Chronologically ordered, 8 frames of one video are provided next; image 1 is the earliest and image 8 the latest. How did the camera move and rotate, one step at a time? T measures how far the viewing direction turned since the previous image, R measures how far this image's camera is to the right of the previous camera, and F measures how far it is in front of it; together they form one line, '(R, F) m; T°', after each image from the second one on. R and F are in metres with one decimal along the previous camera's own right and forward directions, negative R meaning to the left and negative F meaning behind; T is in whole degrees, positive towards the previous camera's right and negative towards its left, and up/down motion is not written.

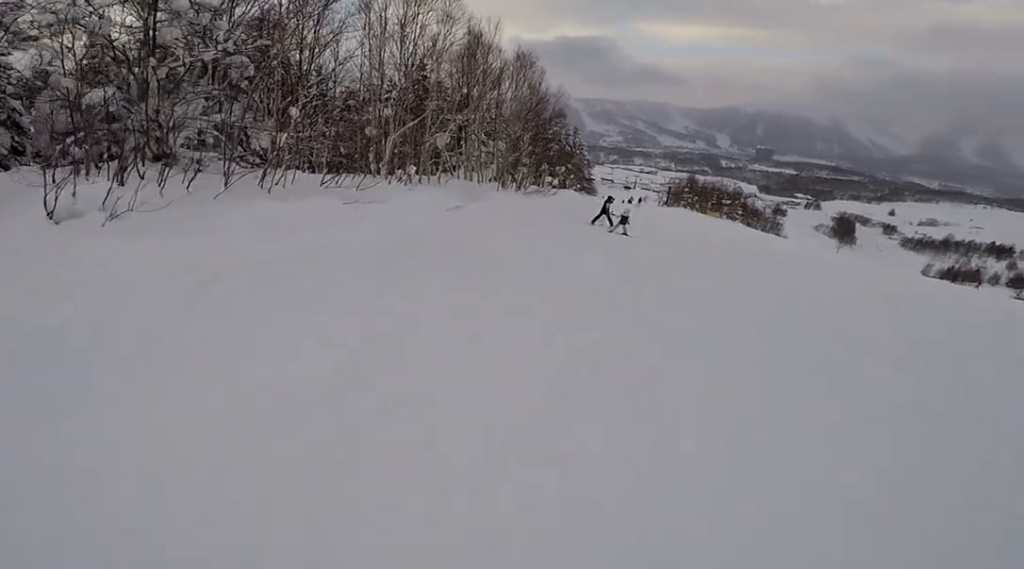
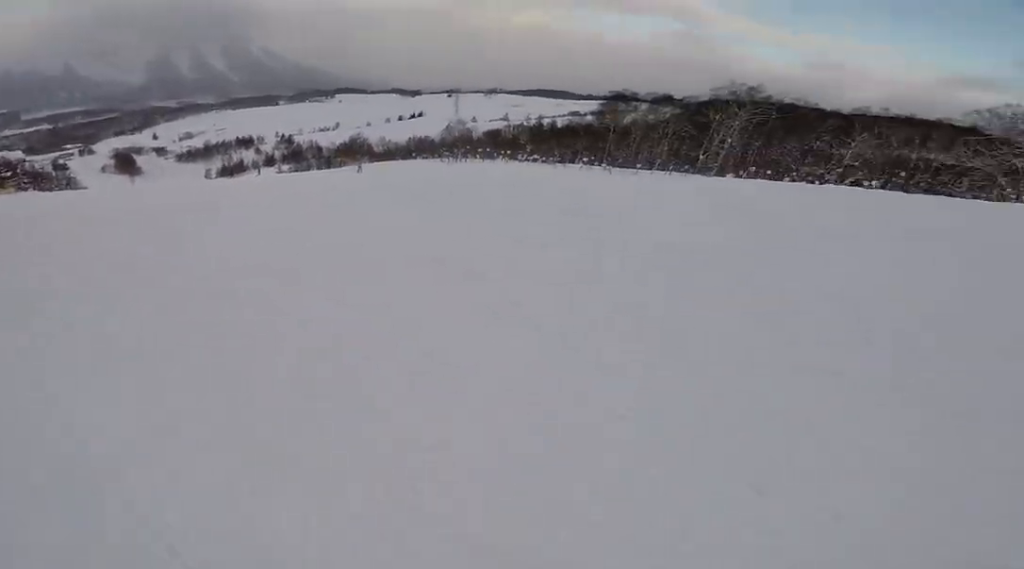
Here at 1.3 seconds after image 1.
(+1.1, +5.4) m; +18°
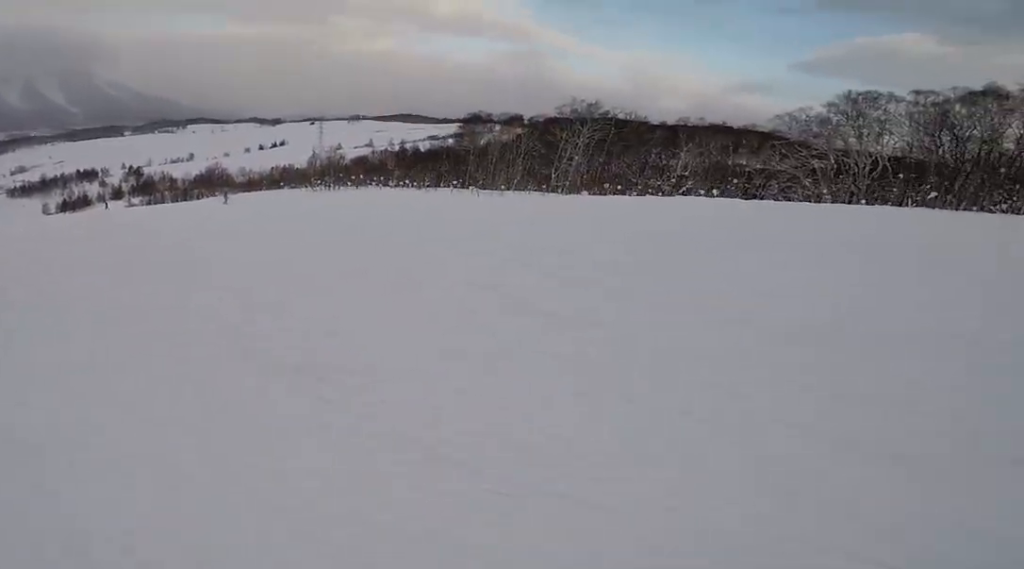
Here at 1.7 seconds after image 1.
(+0.5, +1.9) m; +1°
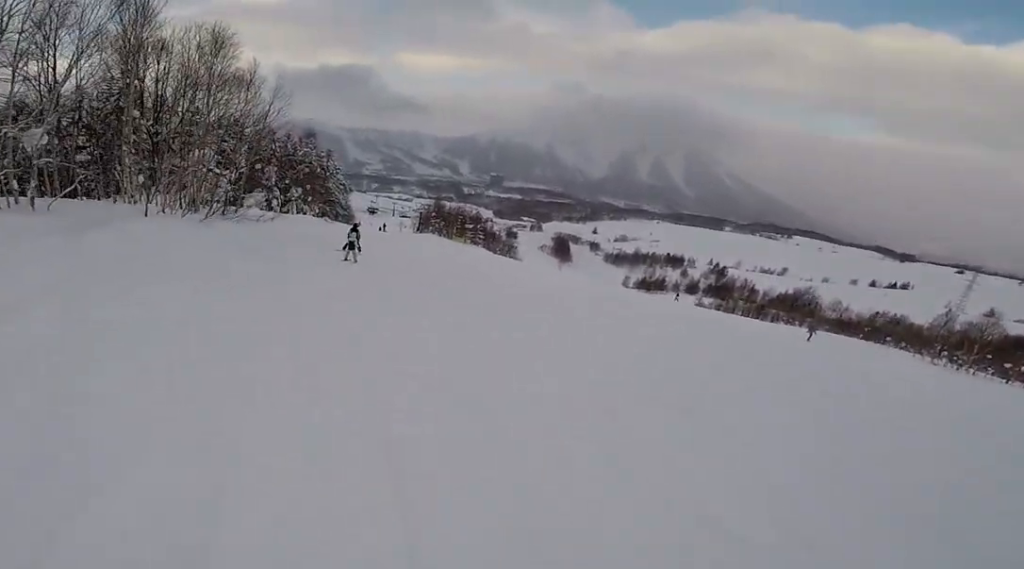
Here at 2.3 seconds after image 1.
(-0.4, +2.8) m; -10°
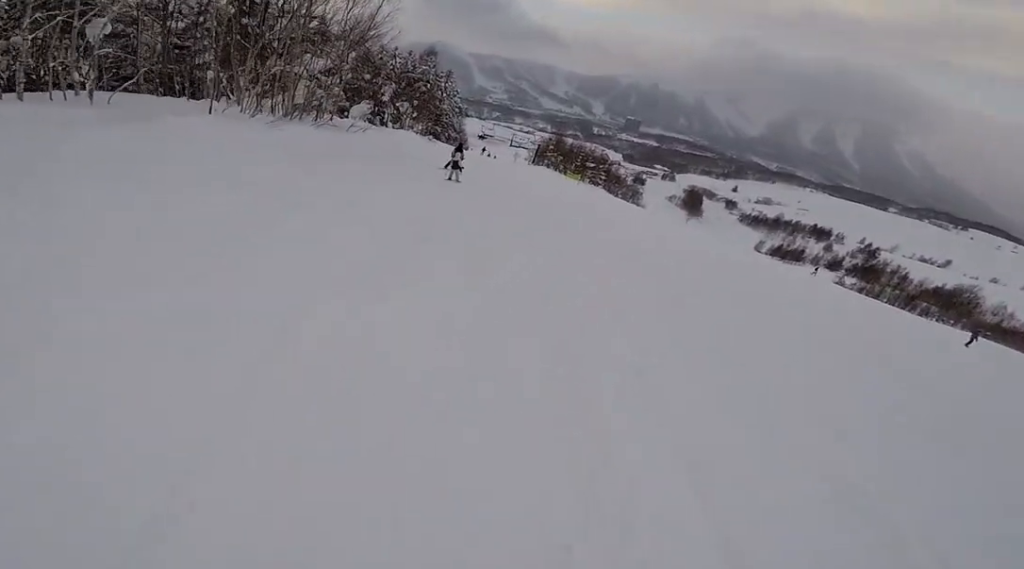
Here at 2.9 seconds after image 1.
(-0.3, +2.5) m; -9°
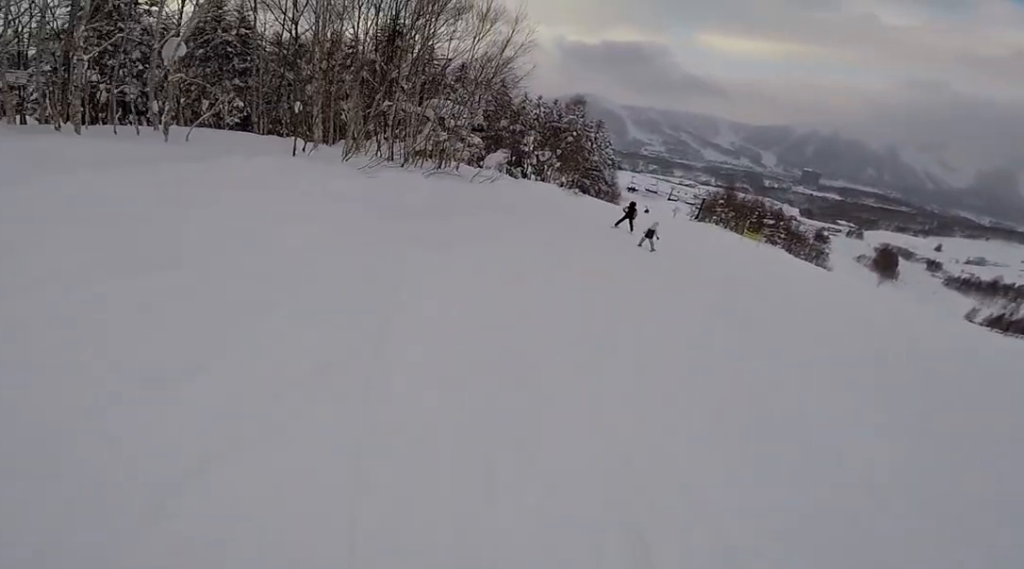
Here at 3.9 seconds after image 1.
(-0.2, +4.5) m; -1°
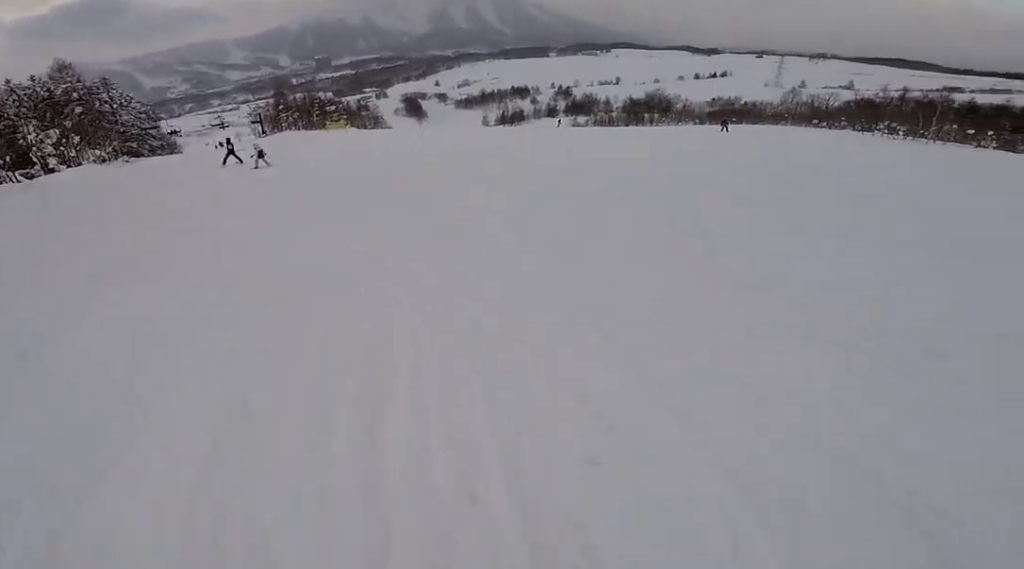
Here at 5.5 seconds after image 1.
(+0.9, +7.8) m; +14°
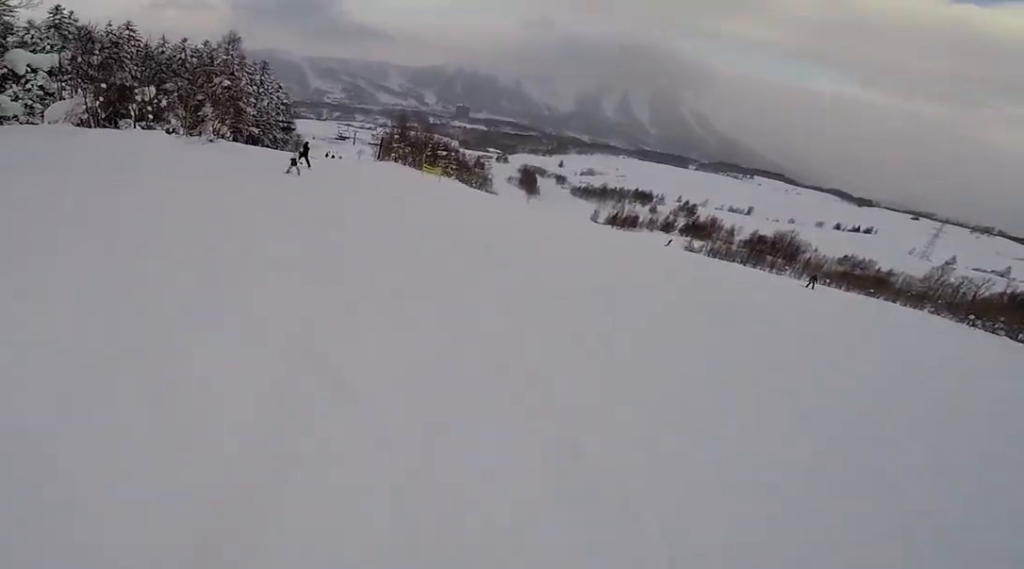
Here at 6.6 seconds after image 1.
(+0.4, +5.2) m; -4°
